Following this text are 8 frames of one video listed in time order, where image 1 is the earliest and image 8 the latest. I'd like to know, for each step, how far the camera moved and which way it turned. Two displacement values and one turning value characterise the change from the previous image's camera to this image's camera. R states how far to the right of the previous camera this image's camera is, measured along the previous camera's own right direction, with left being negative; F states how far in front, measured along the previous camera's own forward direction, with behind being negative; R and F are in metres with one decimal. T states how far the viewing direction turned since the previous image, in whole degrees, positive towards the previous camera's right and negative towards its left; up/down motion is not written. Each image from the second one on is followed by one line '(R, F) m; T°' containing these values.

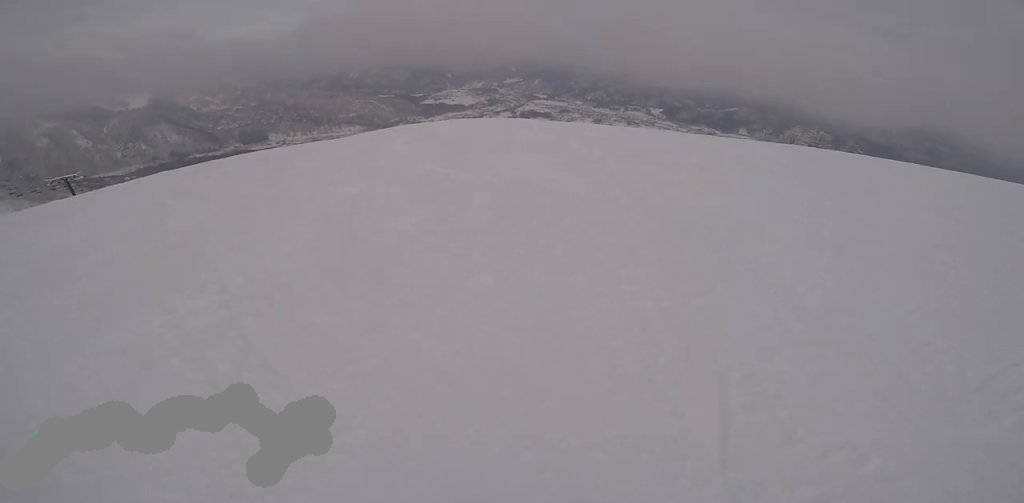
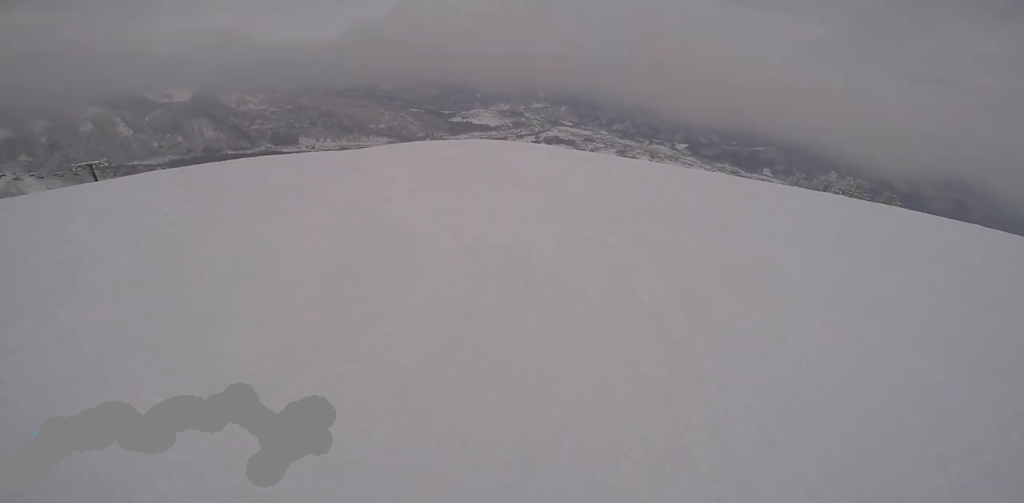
(-0.1, +3.3) m; -6°
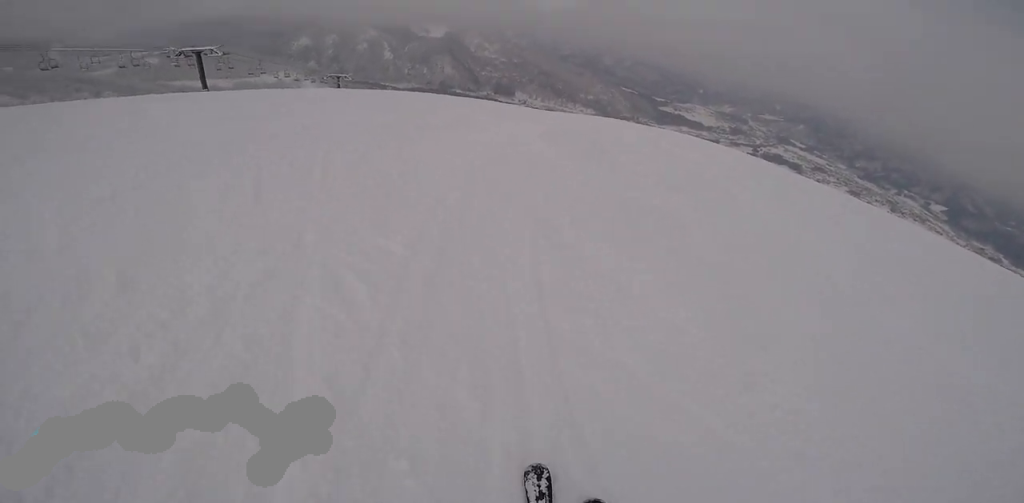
(-1.1, +7.0) m; -23°
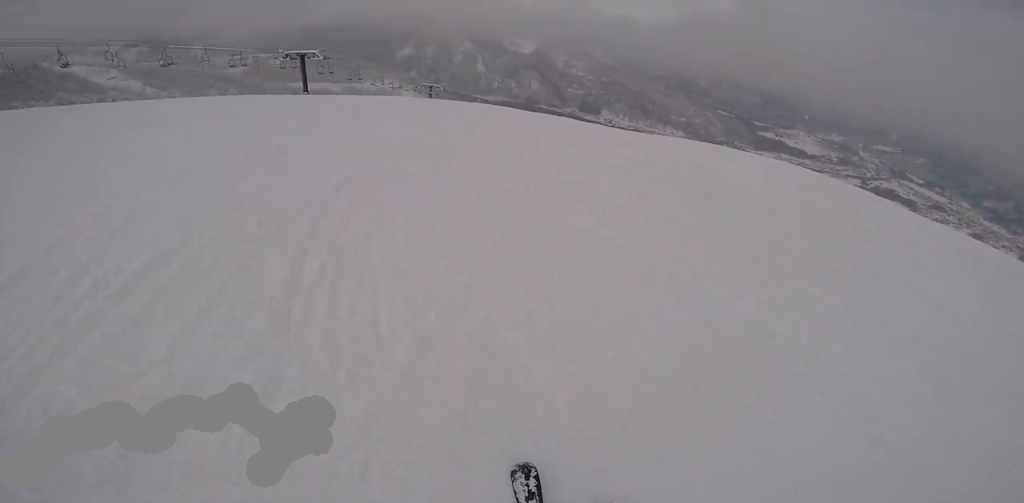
(-1.0, +3.1) m; 0°
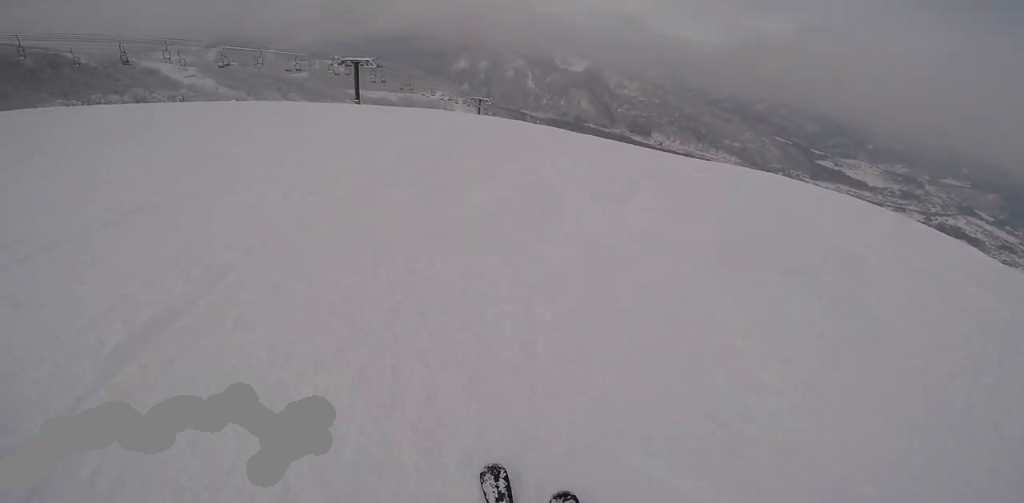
(-0.5, +2.6) m; +1°
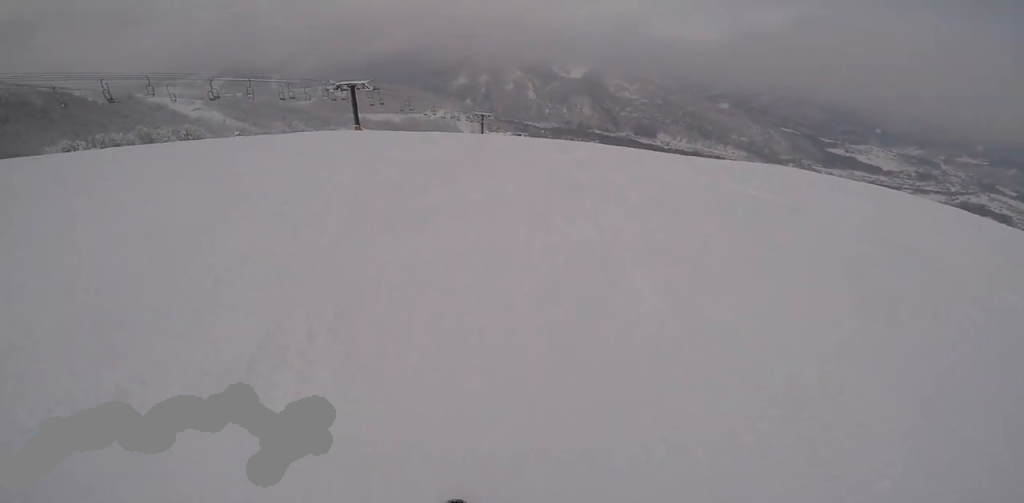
(+0.7, +2.4) m; +8°
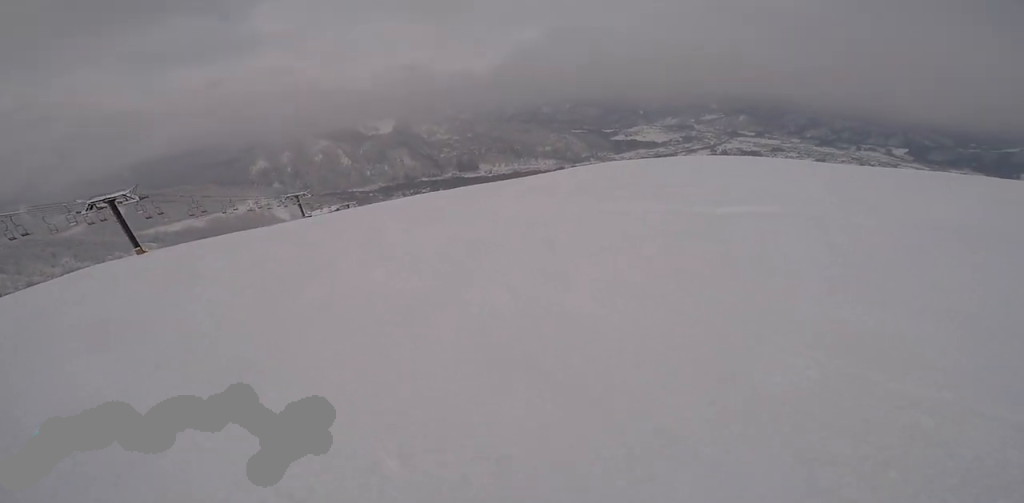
(+0.8, +5.0) m; +21°
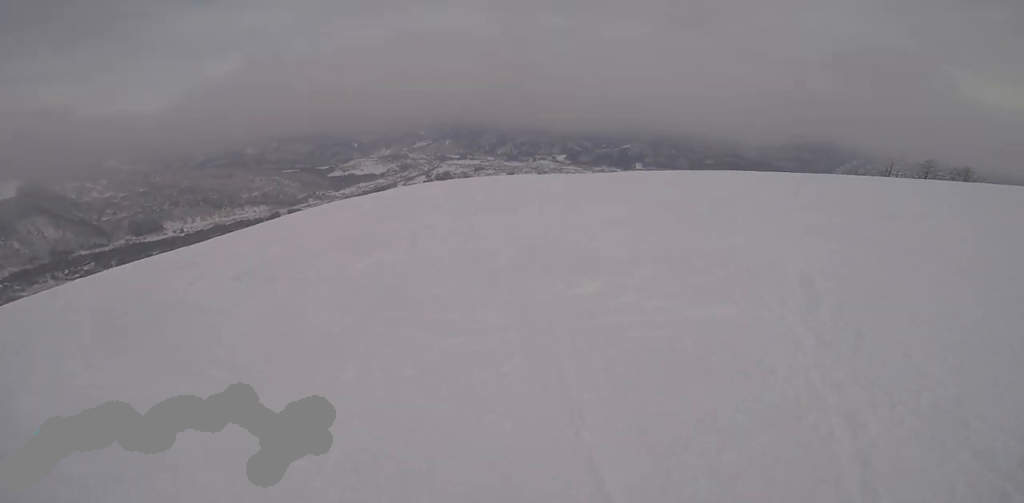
(+3.7, +7.4) m; +34°
